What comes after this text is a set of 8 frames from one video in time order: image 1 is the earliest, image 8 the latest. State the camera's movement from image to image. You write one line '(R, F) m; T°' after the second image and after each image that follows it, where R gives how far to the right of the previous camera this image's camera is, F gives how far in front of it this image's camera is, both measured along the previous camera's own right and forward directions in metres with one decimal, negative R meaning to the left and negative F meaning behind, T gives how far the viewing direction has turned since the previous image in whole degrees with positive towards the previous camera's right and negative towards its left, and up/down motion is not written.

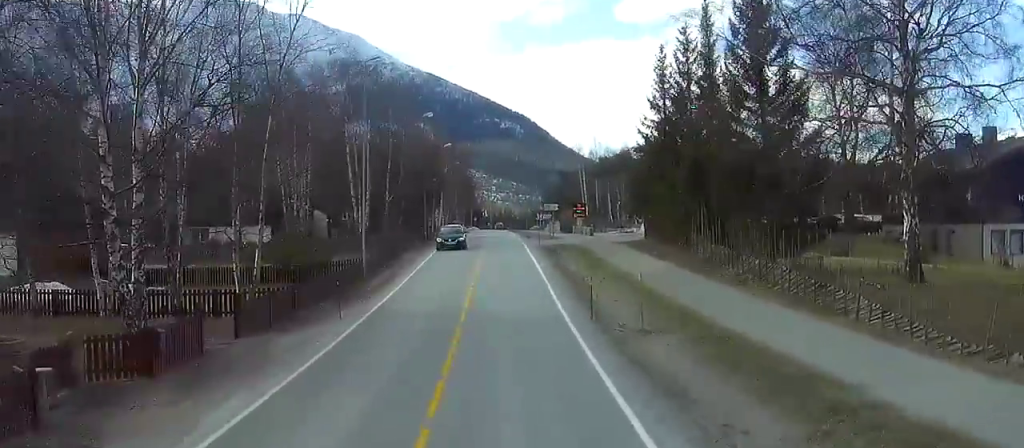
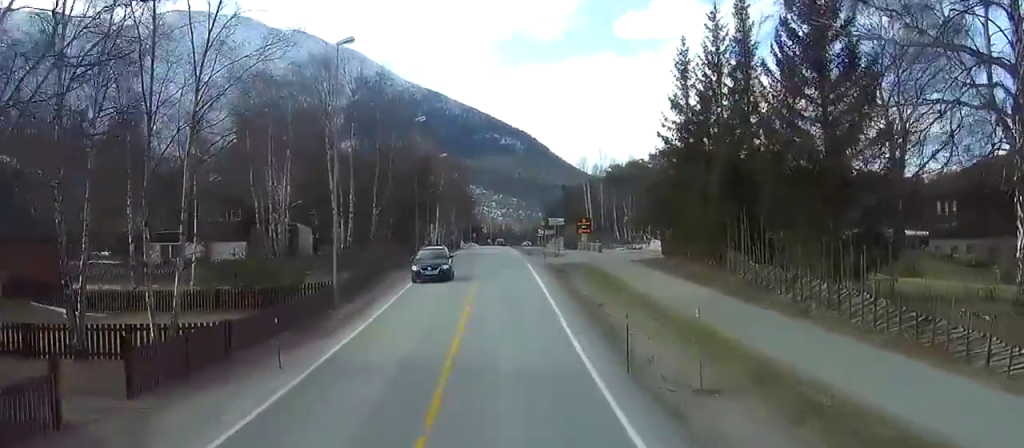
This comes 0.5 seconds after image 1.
(0.0, +8.0) m; 0°
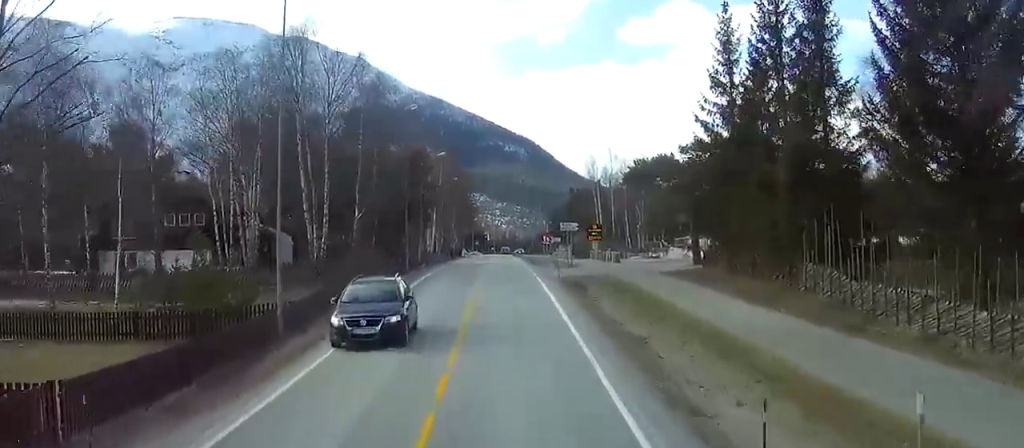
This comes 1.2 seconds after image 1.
(0.0, +10.3) m; 0°
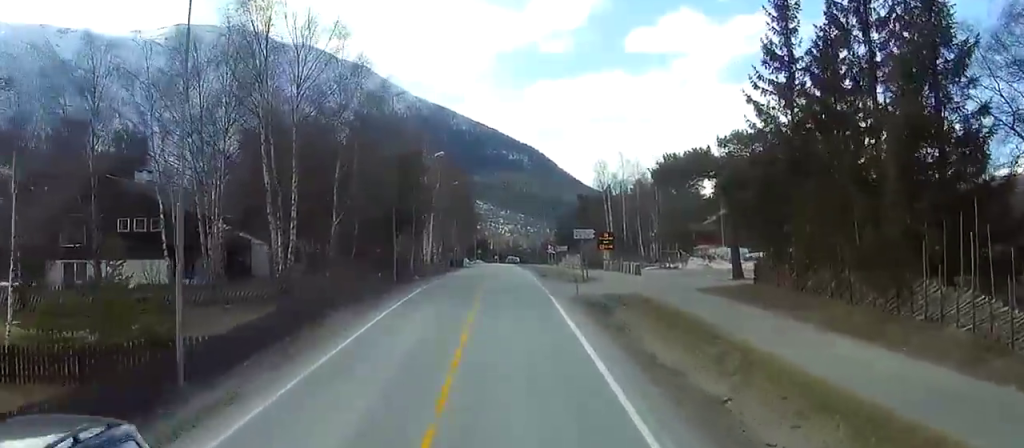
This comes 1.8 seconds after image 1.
(0.0, +9.3) m; 0°
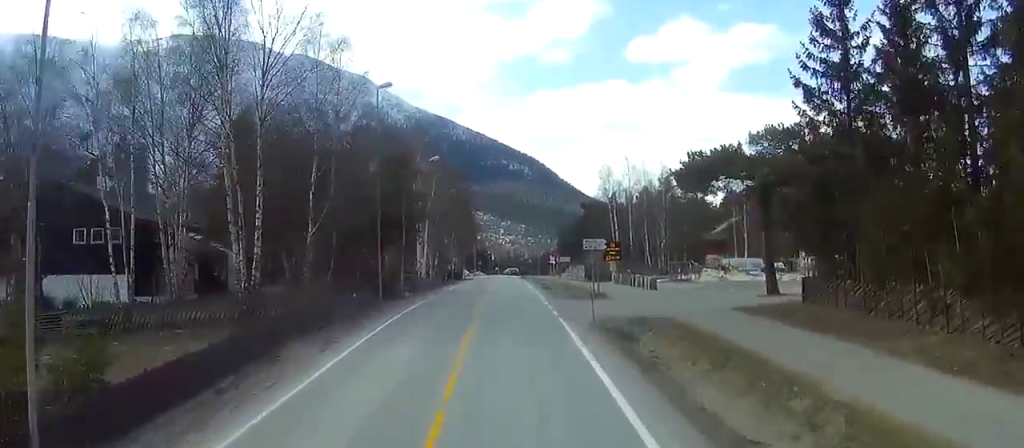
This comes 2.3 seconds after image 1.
(0.0, +6.5) m; 0°
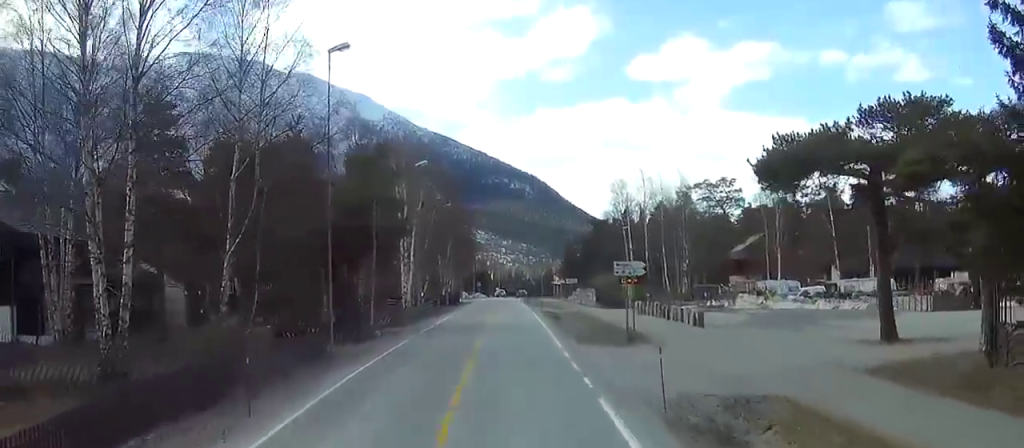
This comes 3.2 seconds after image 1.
(0.0, +13.6) m; 0°
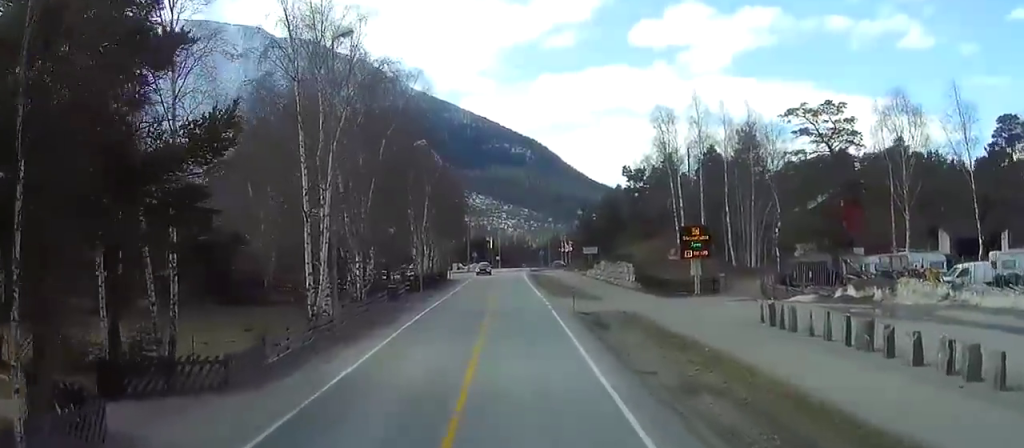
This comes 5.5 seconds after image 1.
(-0.1, +33.3) m; 0°
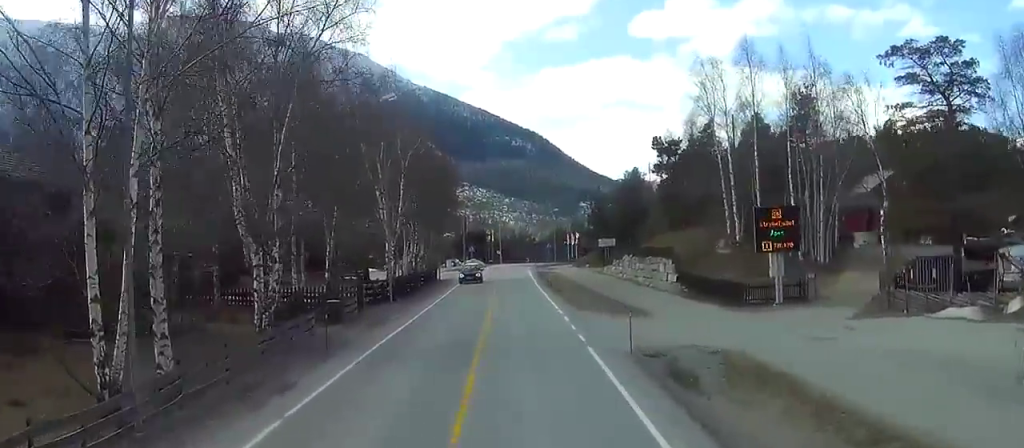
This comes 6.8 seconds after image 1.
(0.0, +19.0) m; 0°
